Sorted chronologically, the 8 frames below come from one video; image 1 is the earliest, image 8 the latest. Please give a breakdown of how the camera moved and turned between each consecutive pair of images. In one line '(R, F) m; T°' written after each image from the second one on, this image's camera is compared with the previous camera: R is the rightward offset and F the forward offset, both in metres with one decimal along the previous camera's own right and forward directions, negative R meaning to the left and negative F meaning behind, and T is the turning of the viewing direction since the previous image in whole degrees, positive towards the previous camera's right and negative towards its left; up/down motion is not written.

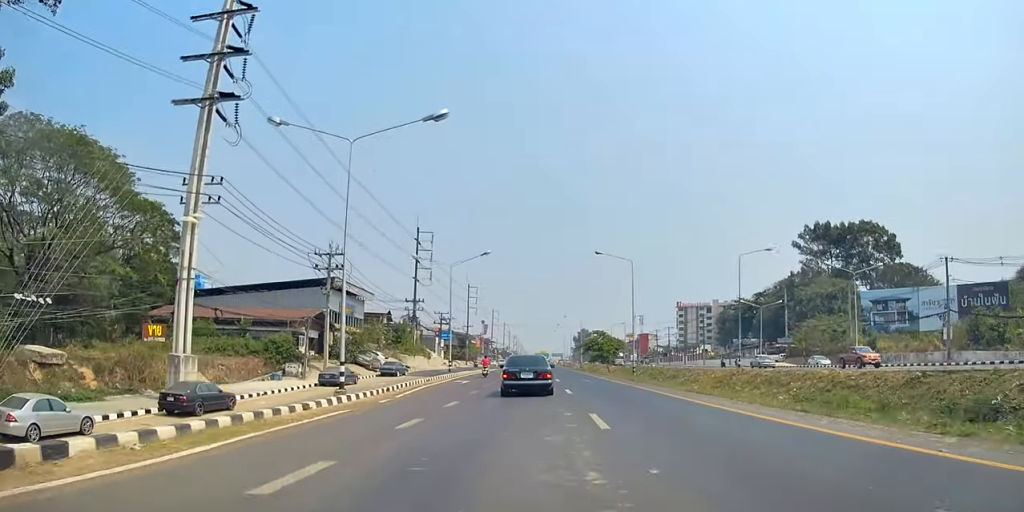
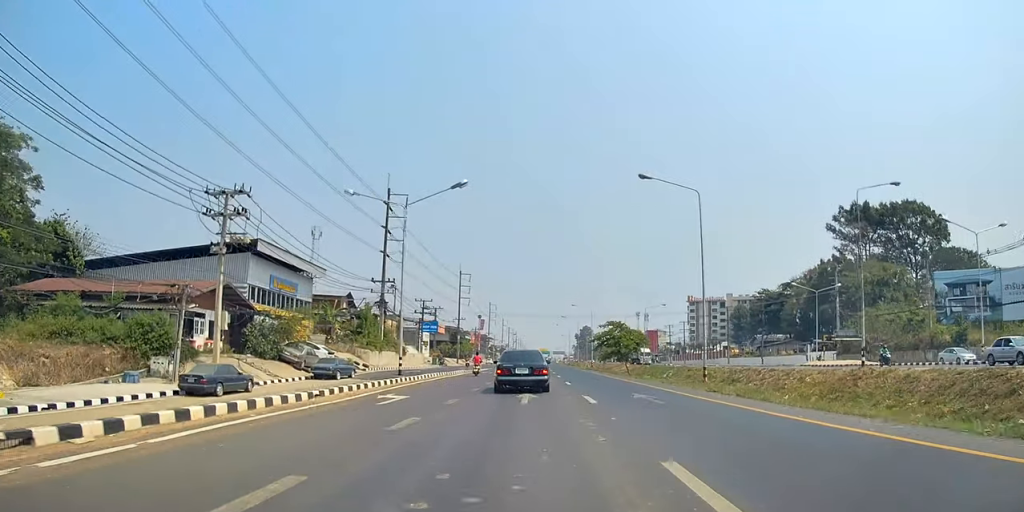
(+0.5, +21.3) m; -1°
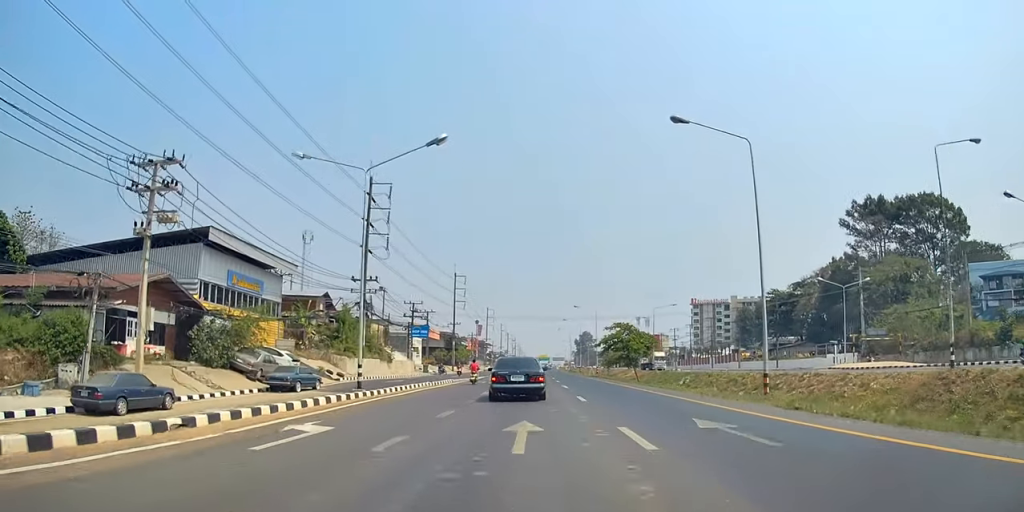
(-0.2, +8.2) m; 0°
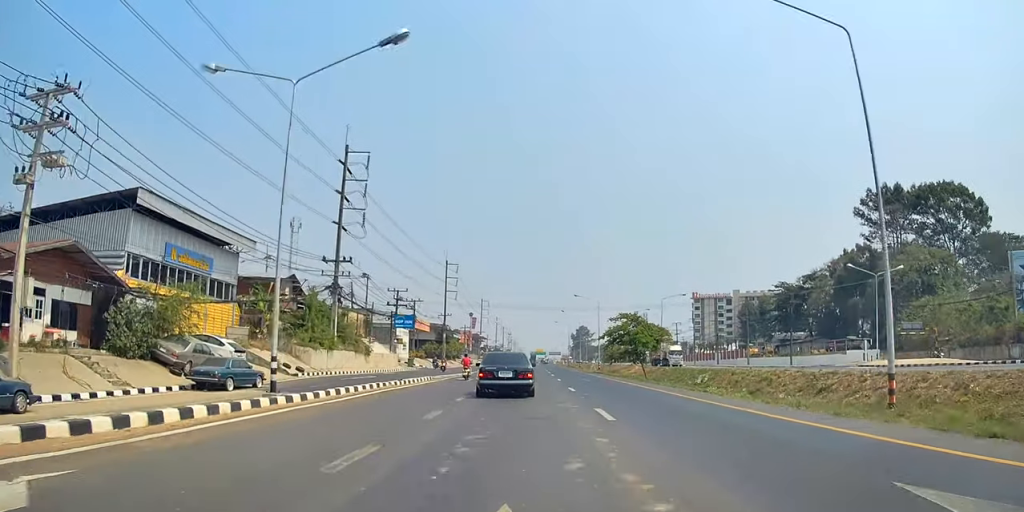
(-0.4, +7.5) m; 0°
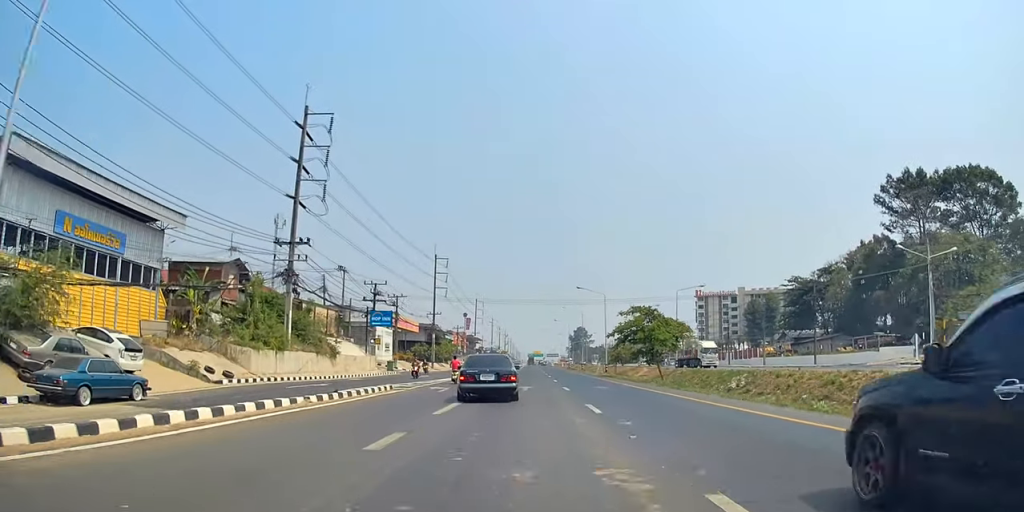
(+0.2, +10.4) m; 0°
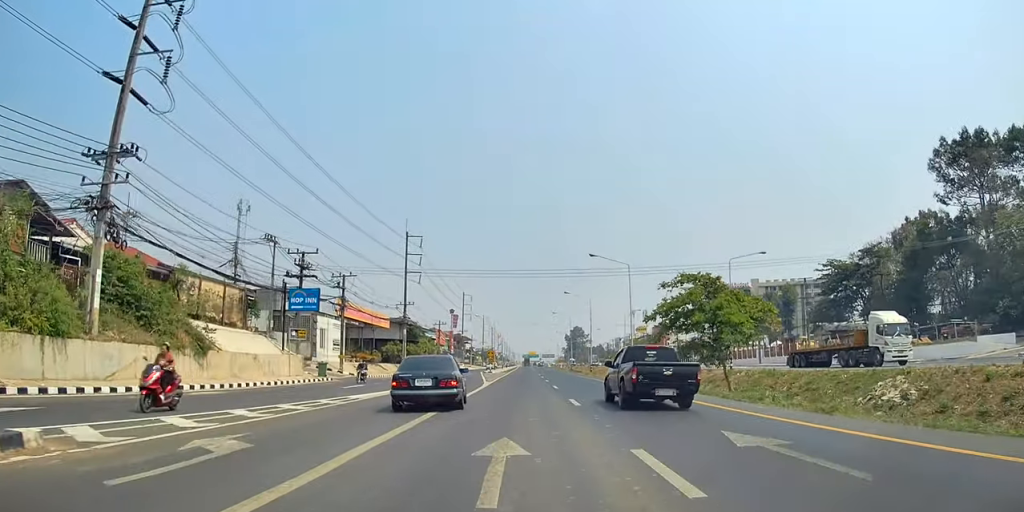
(+0.1, +22.2) m; +1°
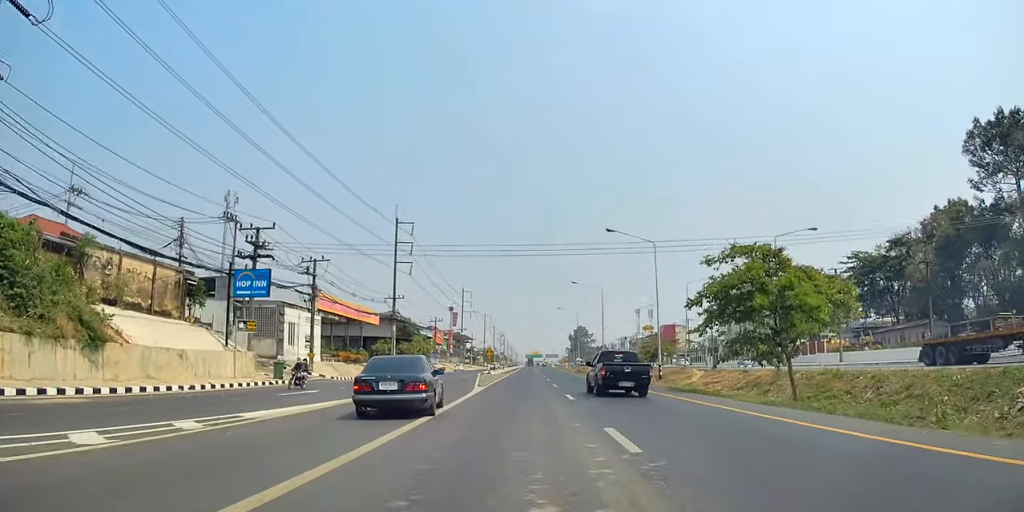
(+0.1, +9.1) m; 0°
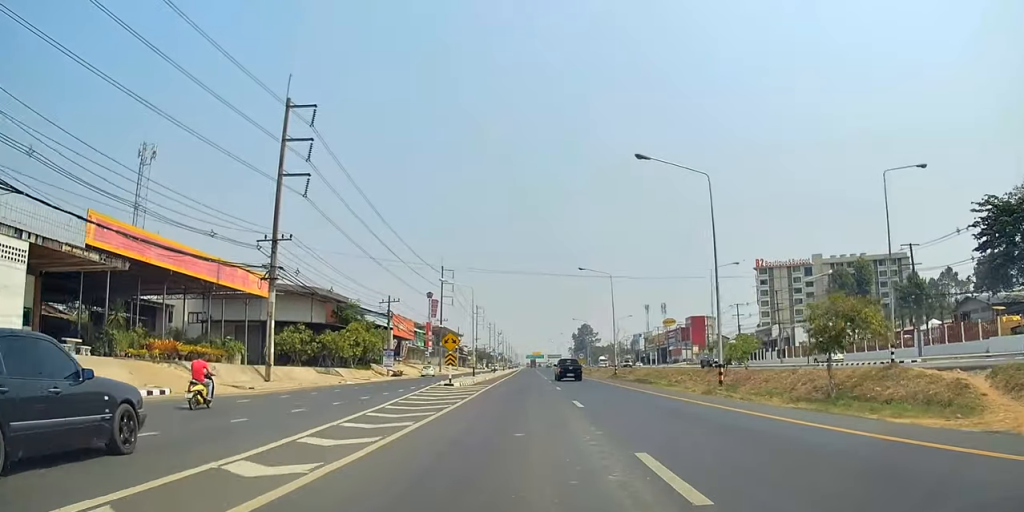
(+0.3, +38.0) m; +1°
